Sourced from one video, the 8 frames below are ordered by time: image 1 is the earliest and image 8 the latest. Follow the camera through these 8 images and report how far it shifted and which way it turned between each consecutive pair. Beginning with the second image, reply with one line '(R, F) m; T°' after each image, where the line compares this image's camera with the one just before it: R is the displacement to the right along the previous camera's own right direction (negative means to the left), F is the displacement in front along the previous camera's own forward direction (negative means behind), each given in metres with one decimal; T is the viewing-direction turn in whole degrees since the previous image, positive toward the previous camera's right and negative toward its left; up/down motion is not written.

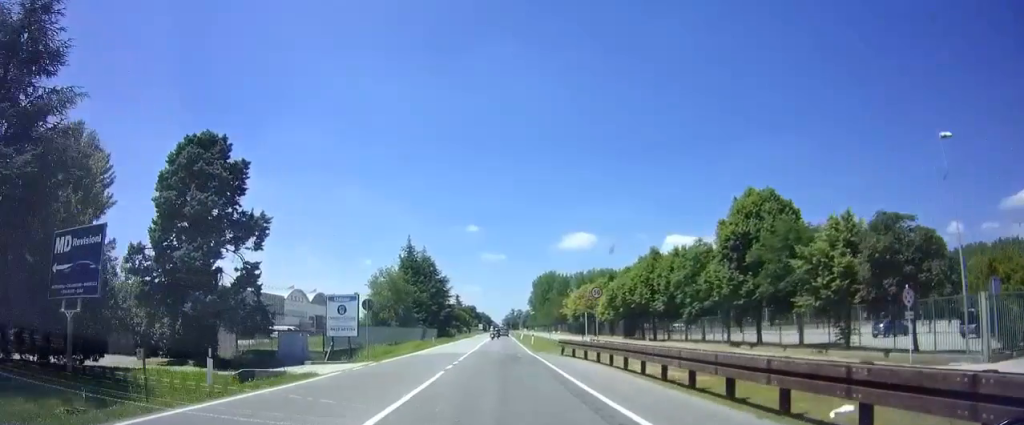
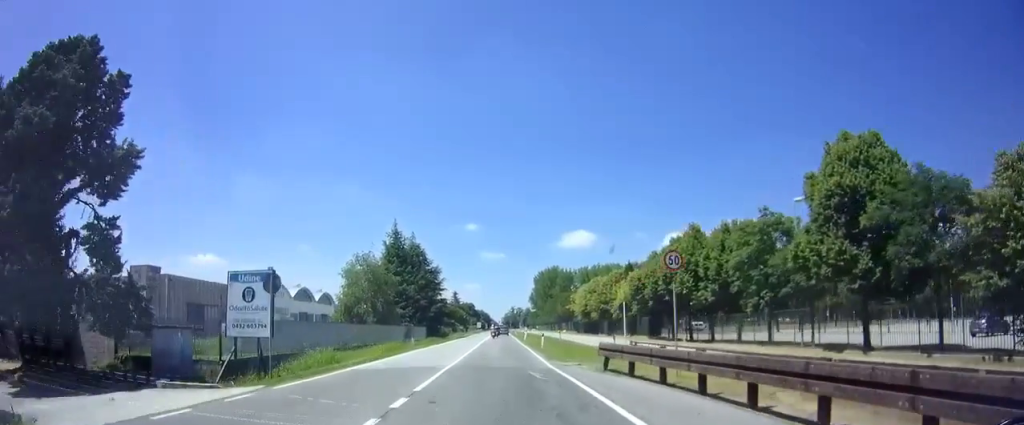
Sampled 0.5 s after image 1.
(+0.1, +10.3) m; 0°
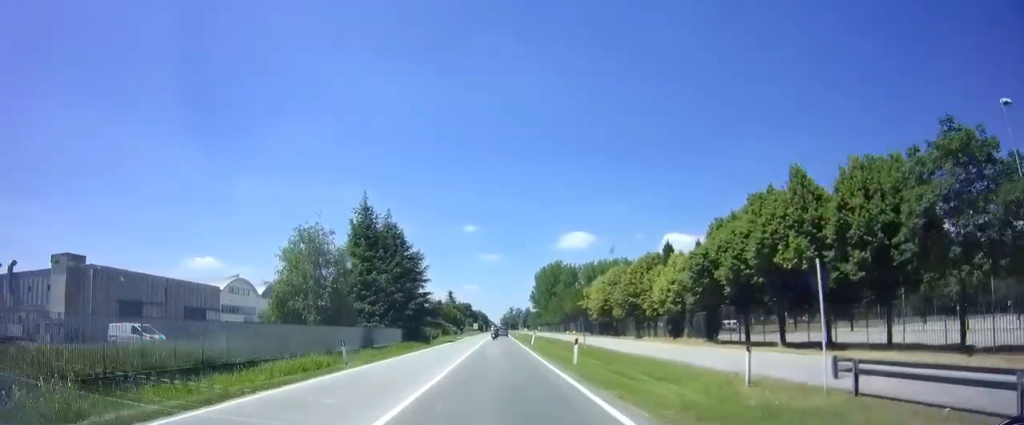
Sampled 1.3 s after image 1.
(-0.3, +16.3) m; 0°
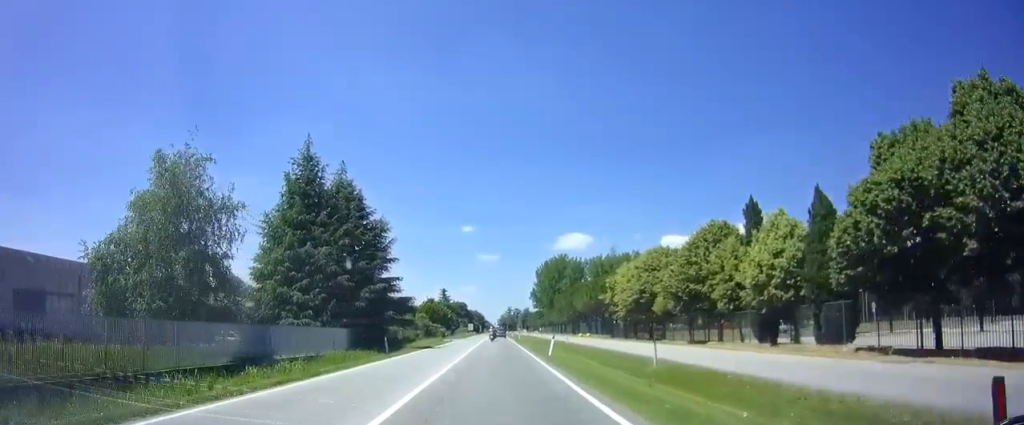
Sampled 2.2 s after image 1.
(+0.3, +17.3) m; +1°
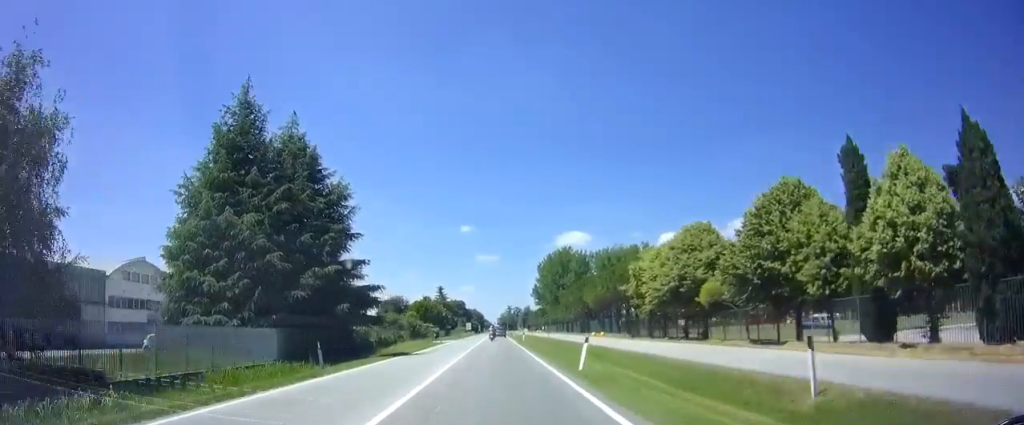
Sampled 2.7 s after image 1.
(0.0, +10.5) m; 0°
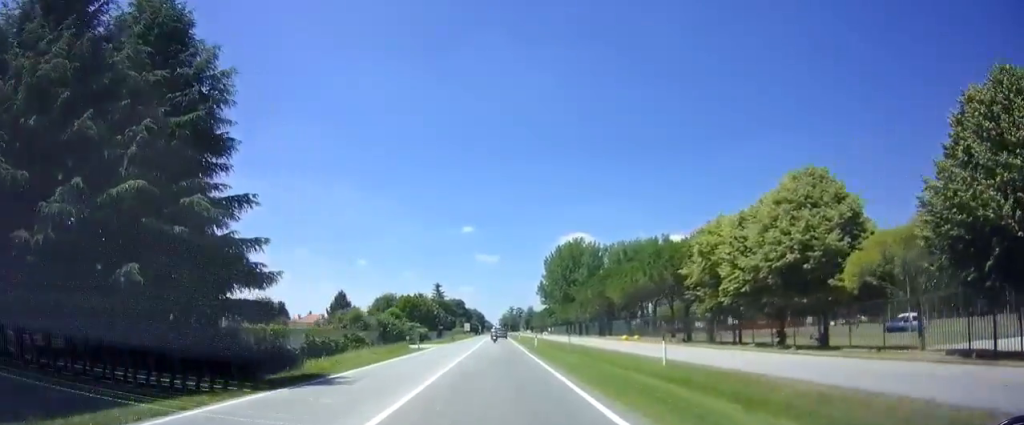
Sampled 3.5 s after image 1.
(-0.1, +15.5) m; 0°
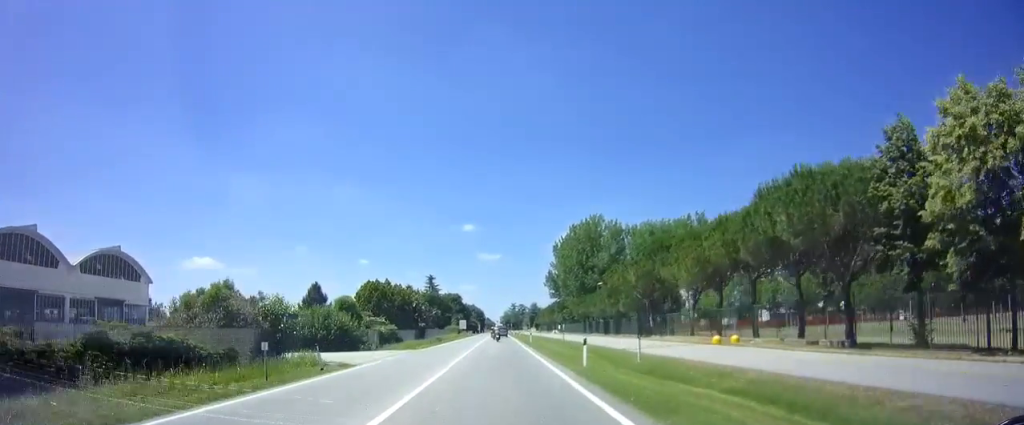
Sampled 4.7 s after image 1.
(0.0, +21.9) m; 0°
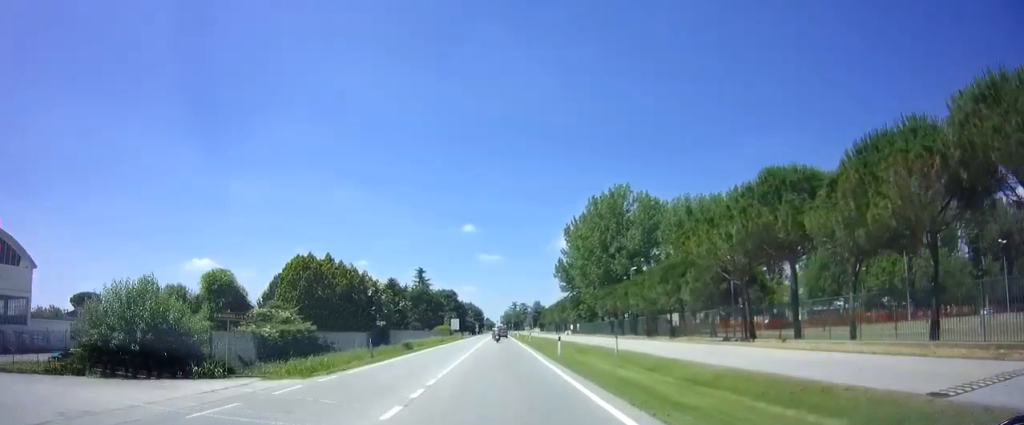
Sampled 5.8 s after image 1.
(-0.1, +21.2) m; -1°
